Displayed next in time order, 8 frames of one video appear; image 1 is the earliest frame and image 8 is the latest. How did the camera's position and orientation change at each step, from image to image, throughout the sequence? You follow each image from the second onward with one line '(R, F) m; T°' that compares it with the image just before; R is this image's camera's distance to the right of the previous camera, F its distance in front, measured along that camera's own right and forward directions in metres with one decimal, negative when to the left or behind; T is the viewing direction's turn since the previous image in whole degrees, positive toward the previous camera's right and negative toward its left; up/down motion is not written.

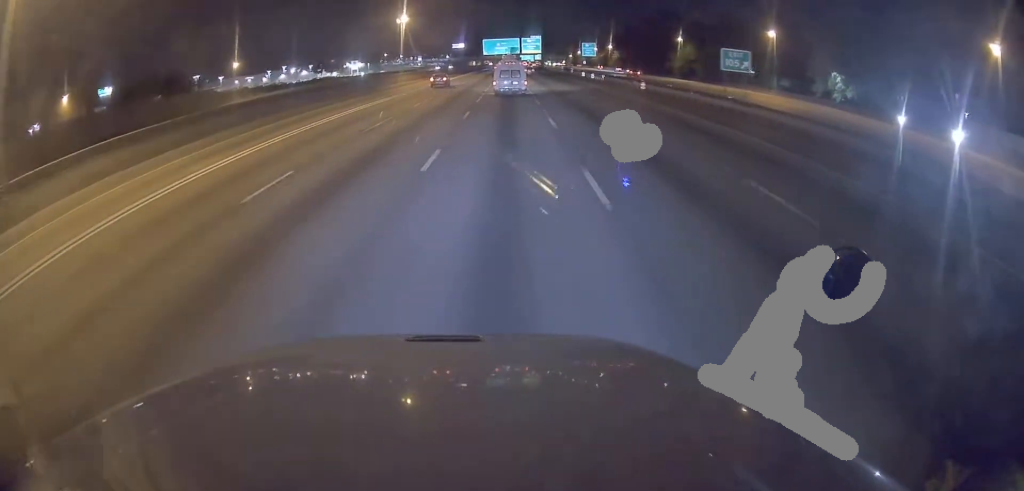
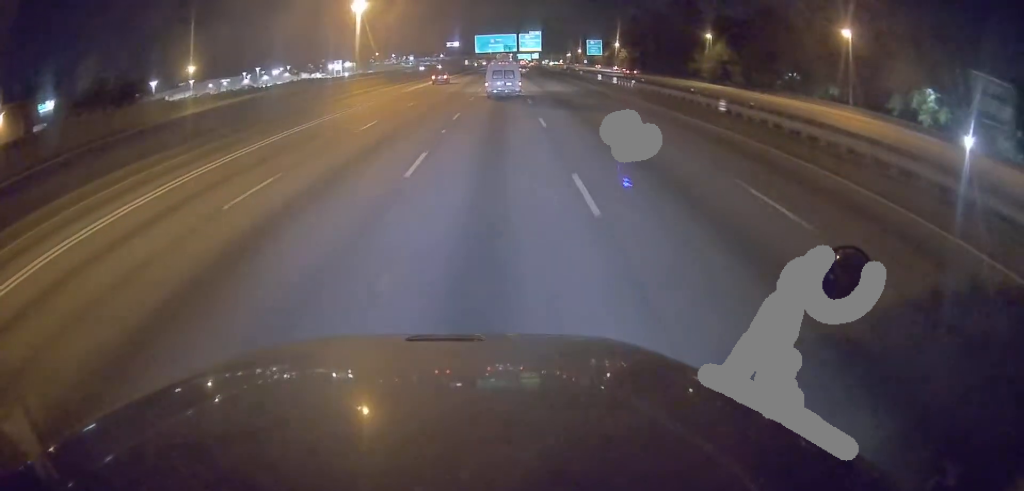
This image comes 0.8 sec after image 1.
(+0.1, +25.0) m; 0°
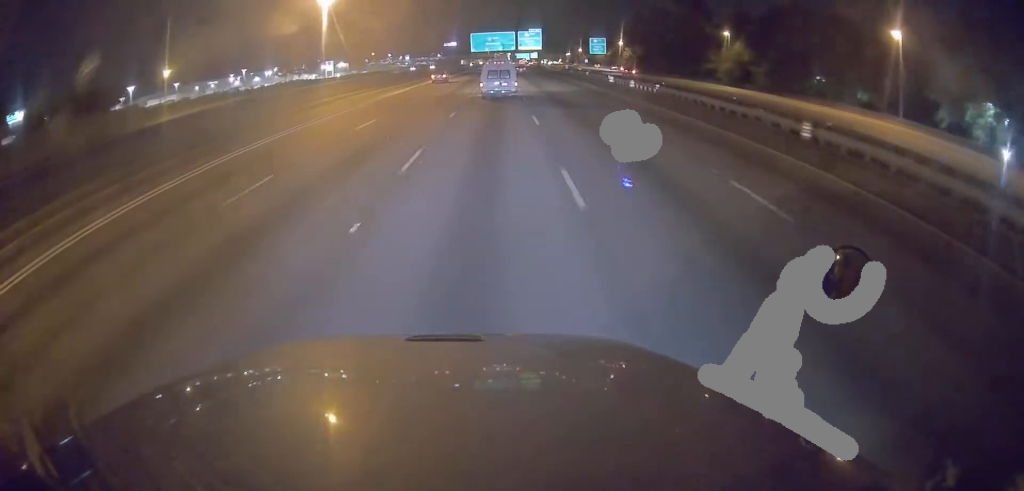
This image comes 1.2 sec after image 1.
(0.0, +11.7) m; 0°
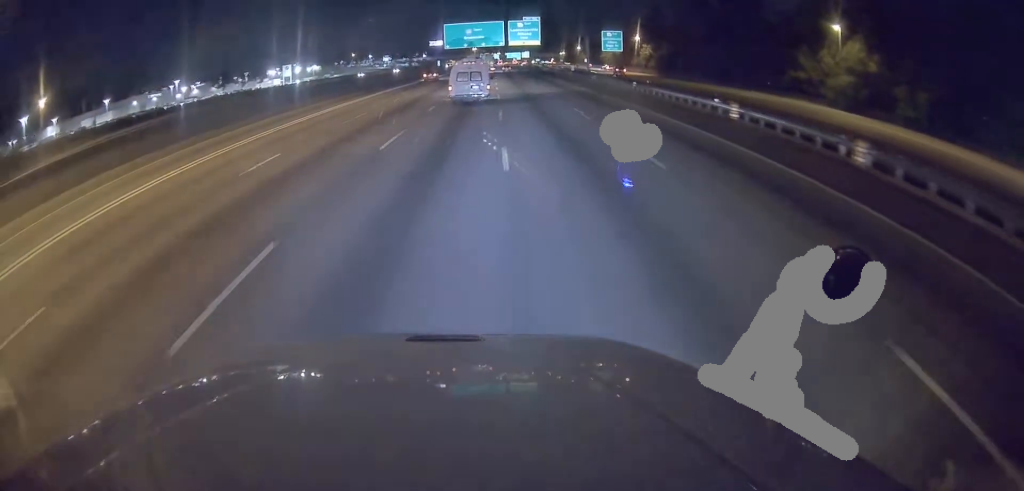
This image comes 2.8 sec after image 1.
(+0.1, +44.5) m; 0°
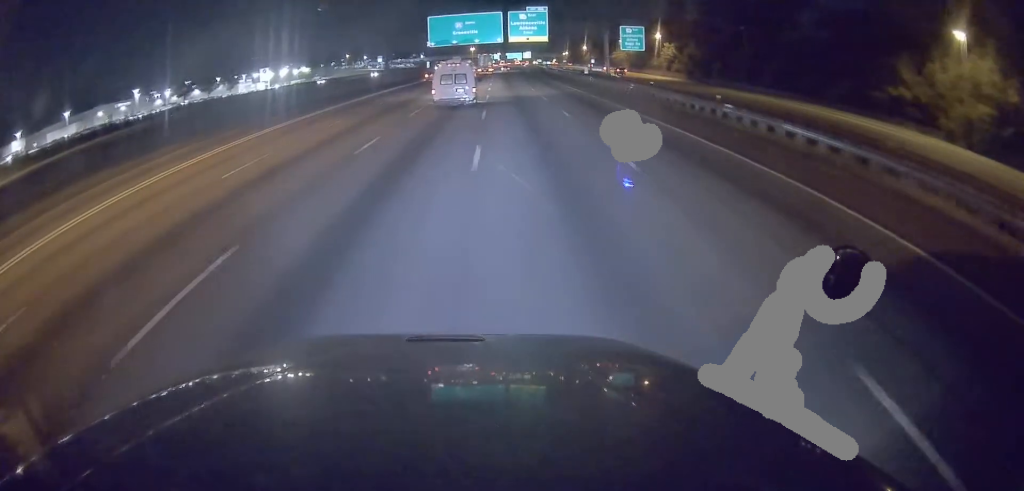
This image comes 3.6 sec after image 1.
(+0.1, +25.8) m; 0°
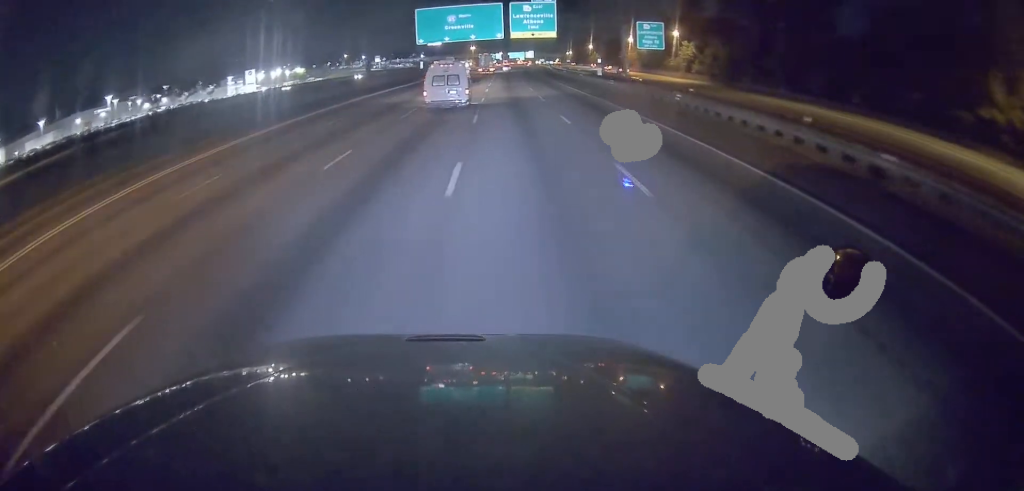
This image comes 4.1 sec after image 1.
(-0.1, +14.6) m; 0°
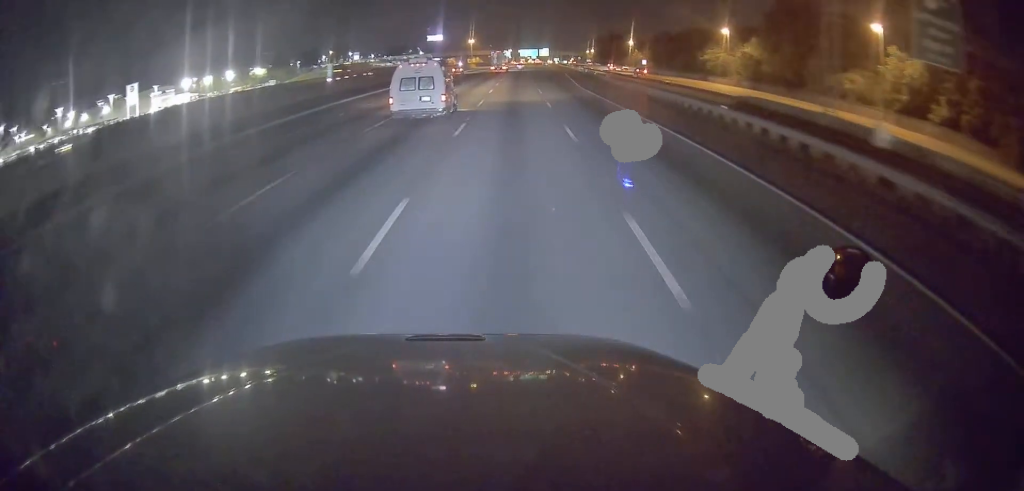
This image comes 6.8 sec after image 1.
(-0.1, +77.7) m; 0°
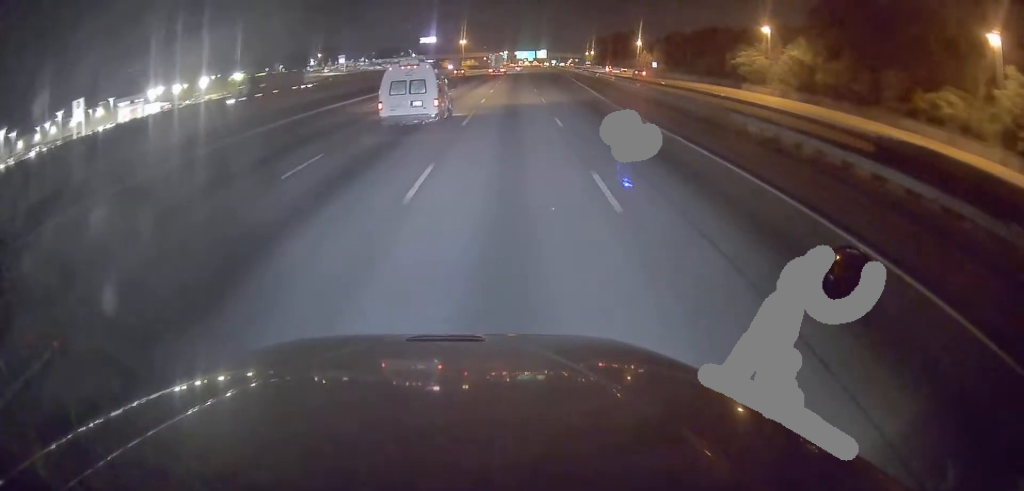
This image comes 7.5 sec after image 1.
(0.0, +20.1) m; 0°
